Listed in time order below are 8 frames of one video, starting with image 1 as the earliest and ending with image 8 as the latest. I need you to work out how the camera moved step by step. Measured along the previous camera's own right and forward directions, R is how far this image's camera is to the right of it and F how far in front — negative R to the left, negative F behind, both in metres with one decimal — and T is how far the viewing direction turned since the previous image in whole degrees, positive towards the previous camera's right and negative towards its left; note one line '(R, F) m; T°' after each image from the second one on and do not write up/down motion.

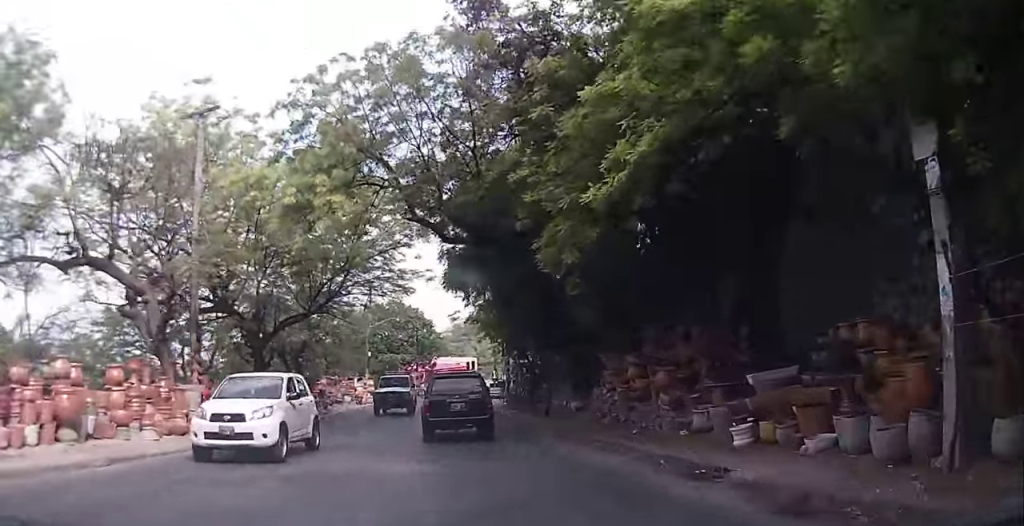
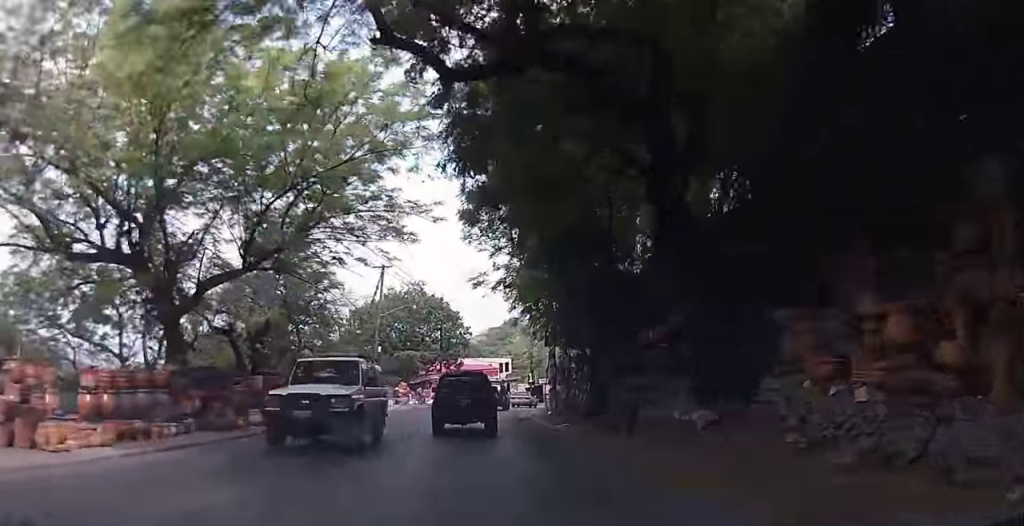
(-1.3, +10.6) m; -5°
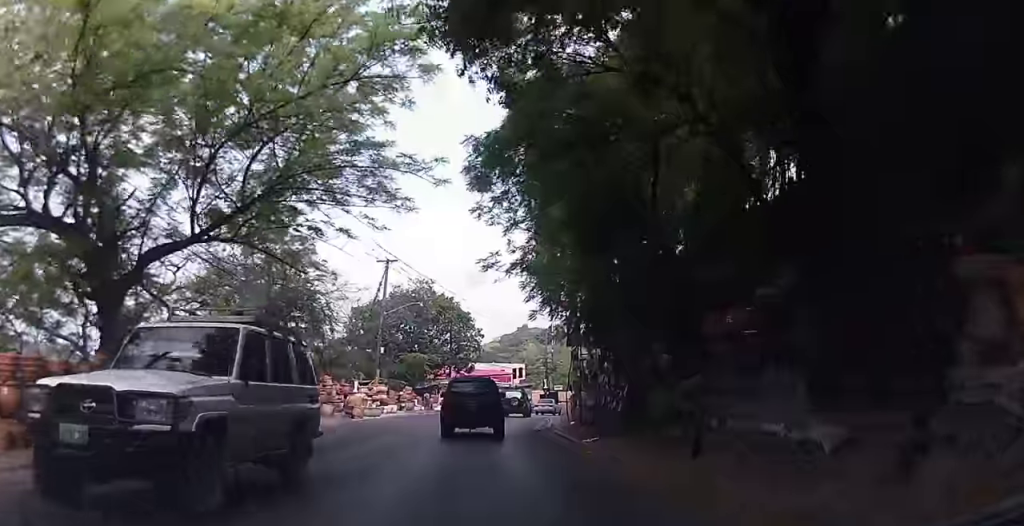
(+0.1, +4.0) m; +1°
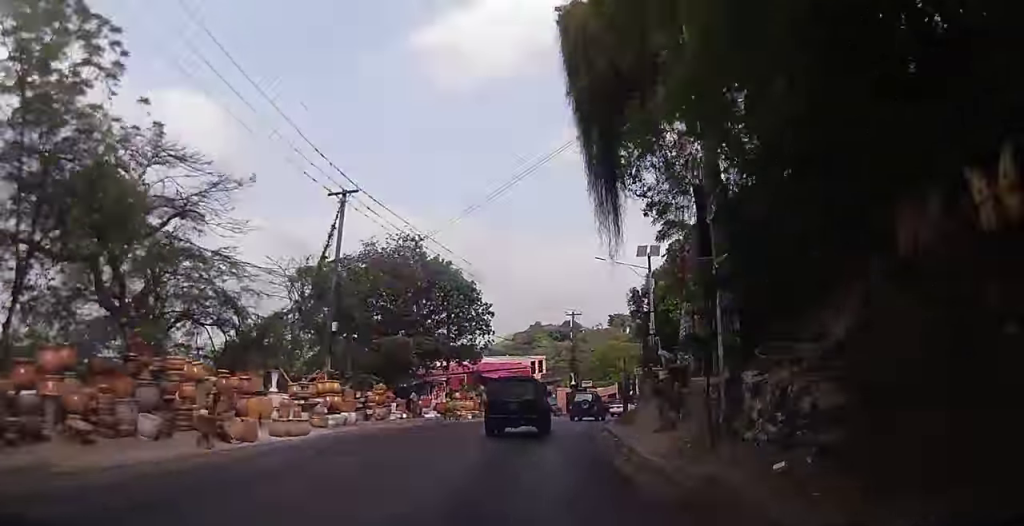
(+0.1, +15.8) m; -1°
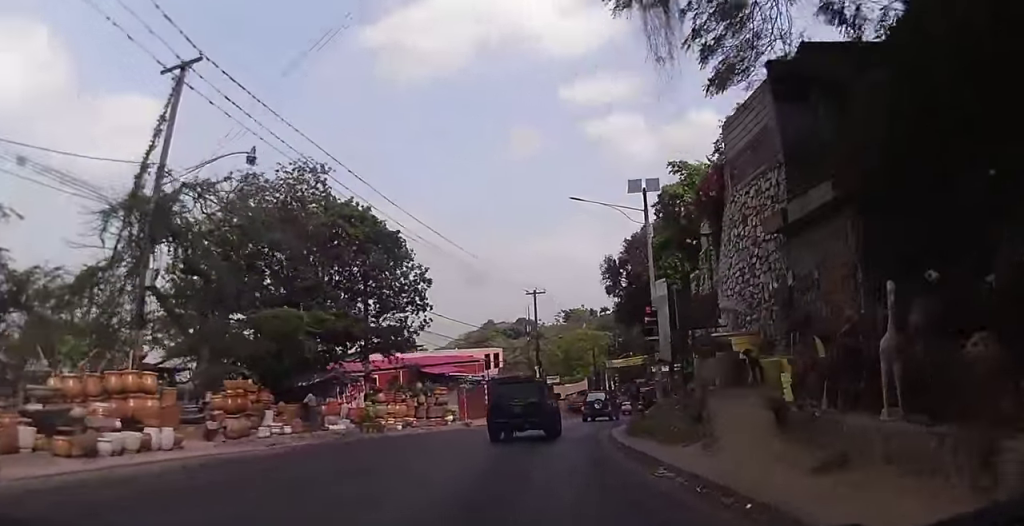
(-0.1, +12.2) m; +1°
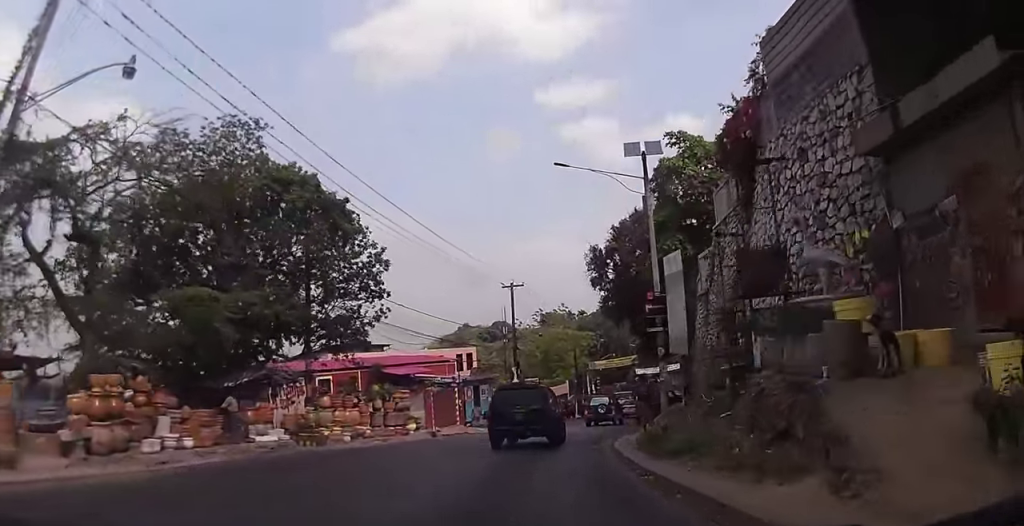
(0.0, +5.4) m; +2°
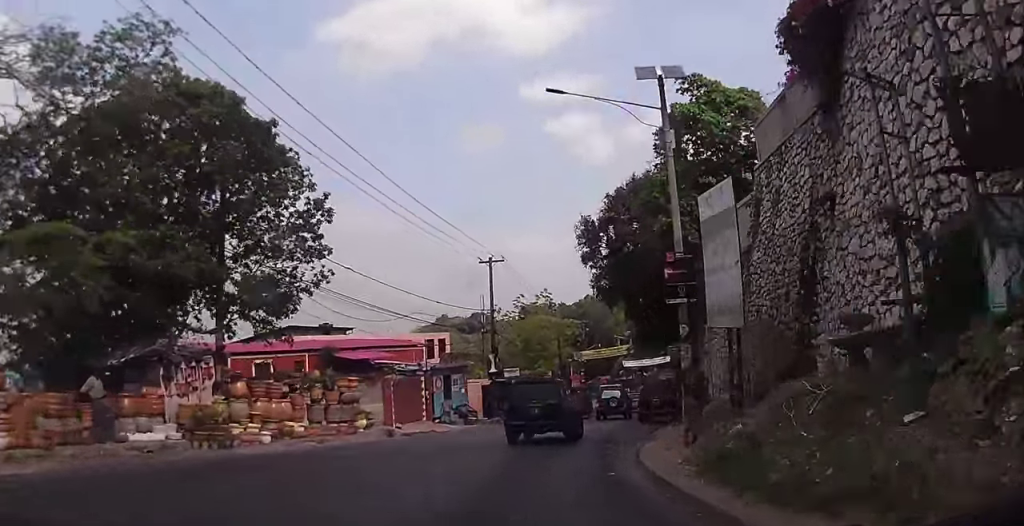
(+0.3, +6.3) m; +3°
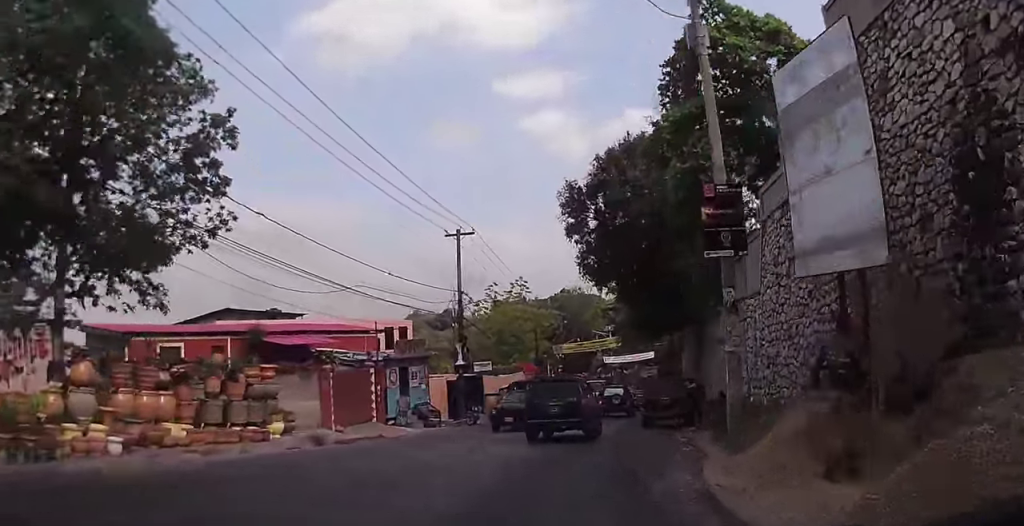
(+0.1, +6.4) m; +4°
